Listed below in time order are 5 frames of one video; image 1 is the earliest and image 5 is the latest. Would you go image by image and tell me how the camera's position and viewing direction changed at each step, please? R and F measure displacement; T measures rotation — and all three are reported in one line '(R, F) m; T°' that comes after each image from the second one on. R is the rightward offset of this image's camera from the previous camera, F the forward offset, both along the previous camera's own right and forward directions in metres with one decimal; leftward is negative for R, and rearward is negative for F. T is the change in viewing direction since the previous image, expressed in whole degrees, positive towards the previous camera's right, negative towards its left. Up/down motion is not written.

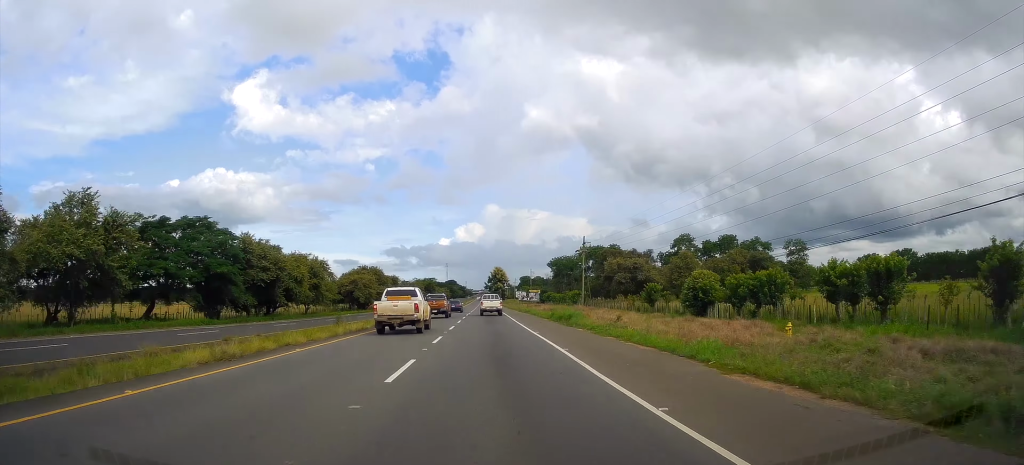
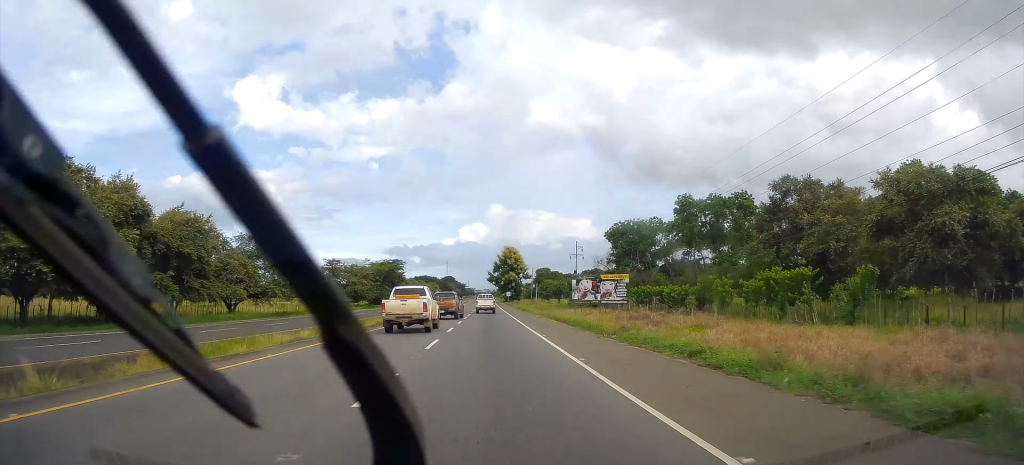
(-1.1, +89.9) m; -1°
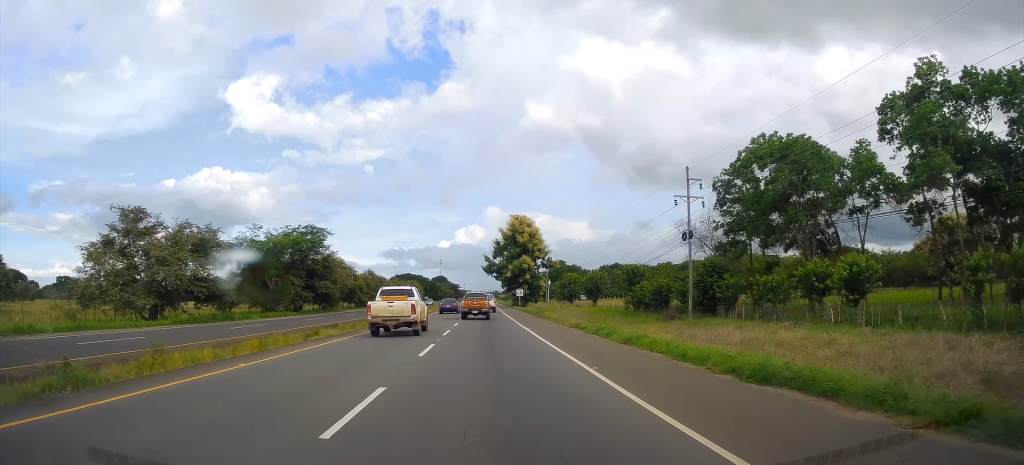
(-0.4, +58.1) m; -1°
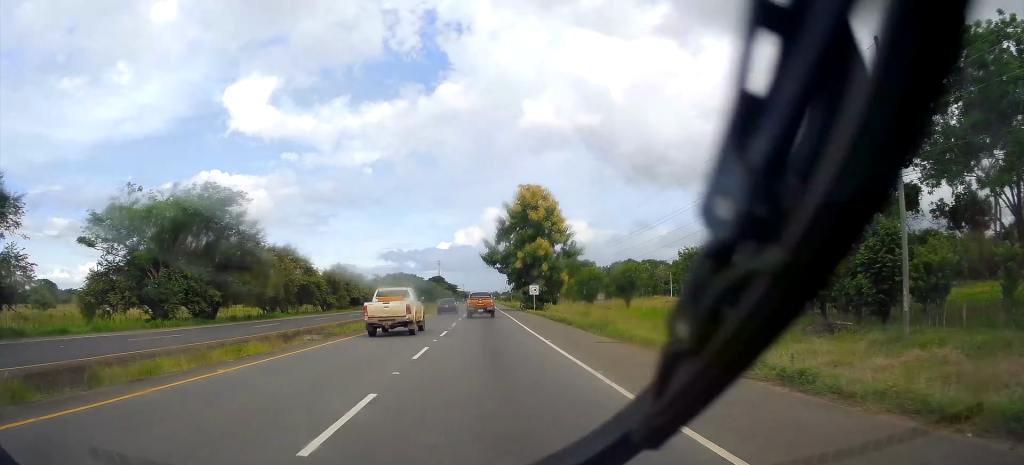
(0.0, +25.0) m; +1°
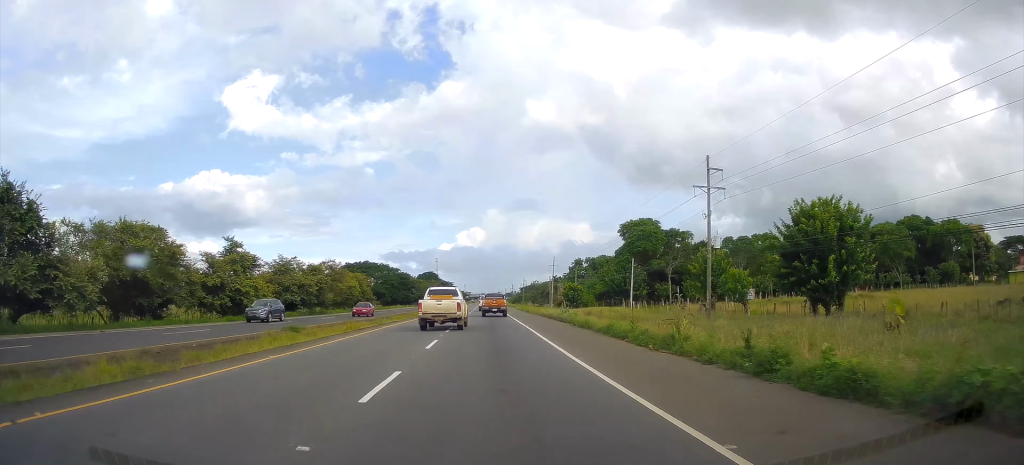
(+0.2, +77.8) m; 0°
